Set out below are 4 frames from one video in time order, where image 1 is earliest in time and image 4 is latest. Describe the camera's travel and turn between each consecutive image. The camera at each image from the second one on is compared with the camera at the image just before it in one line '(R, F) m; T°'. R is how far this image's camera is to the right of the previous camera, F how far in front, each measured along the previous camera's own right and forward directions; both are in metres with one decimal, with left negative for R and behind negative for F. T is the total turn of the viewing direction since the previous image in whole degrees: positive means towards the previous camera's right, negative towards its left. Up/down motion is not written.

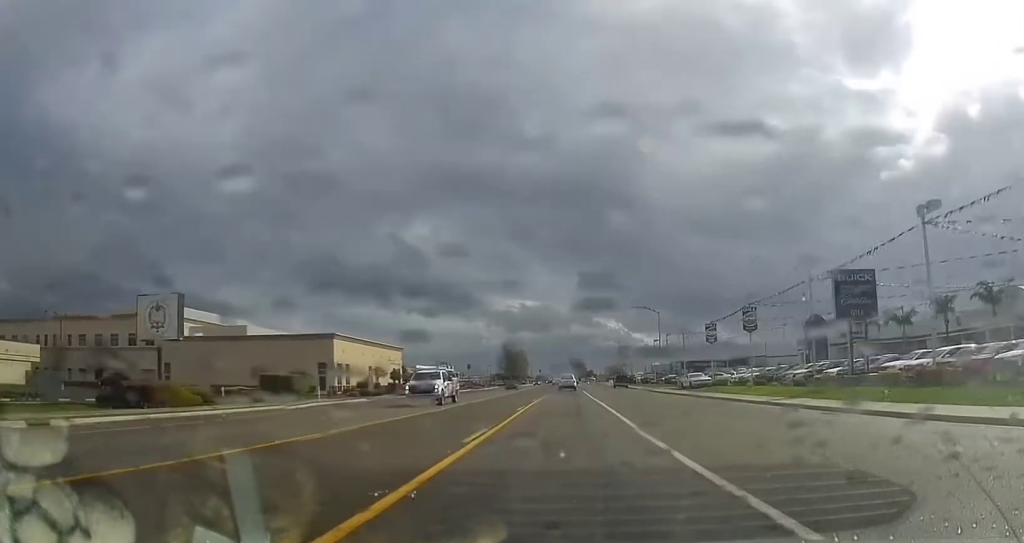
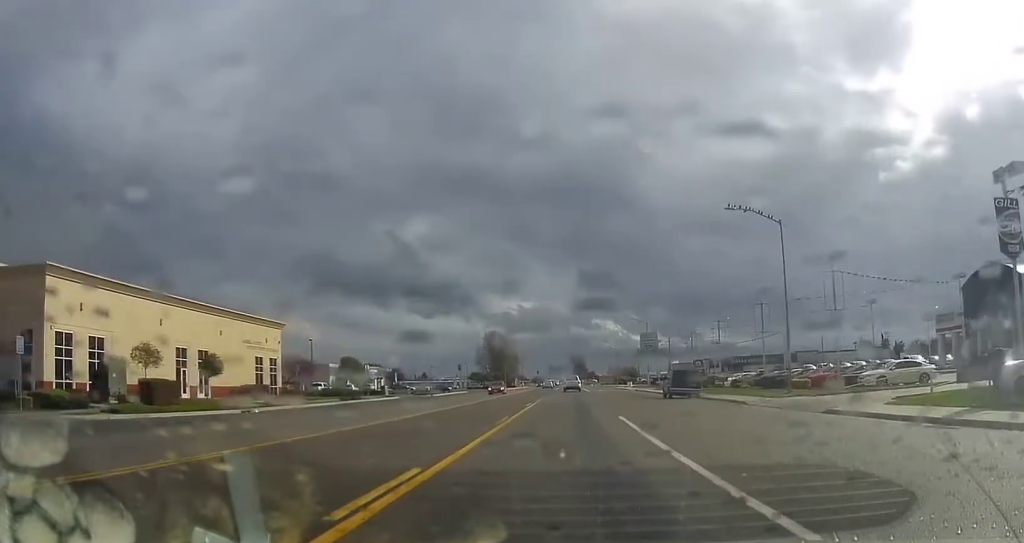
(0.0, +51.6) m; 0°
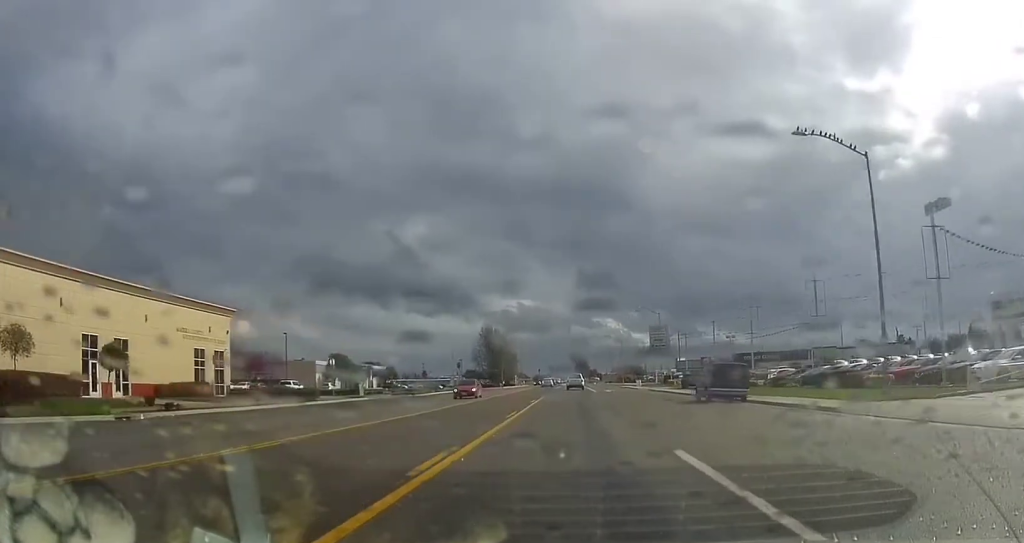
(0.0, +12.1) m; 0°
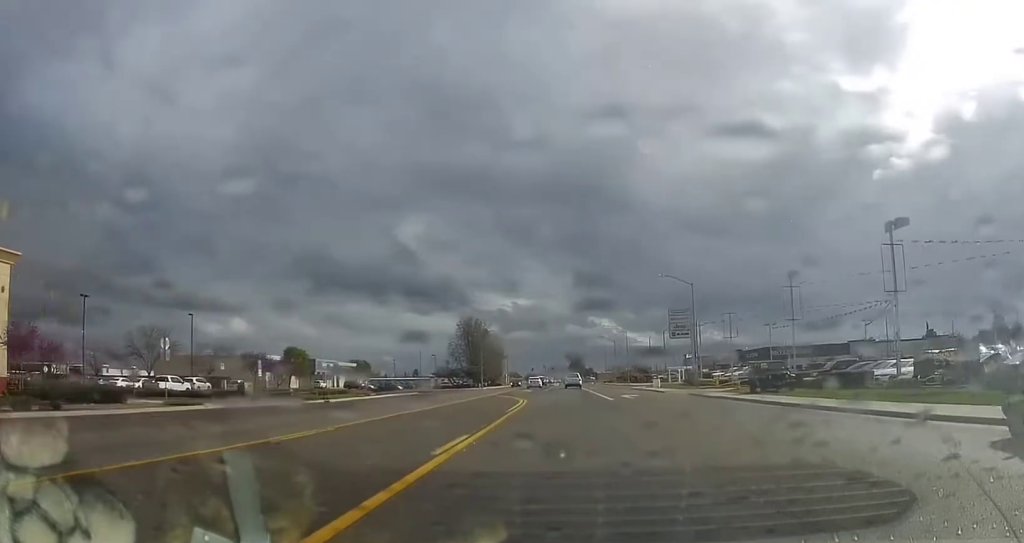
(0.0, +28.3) m; 0°
